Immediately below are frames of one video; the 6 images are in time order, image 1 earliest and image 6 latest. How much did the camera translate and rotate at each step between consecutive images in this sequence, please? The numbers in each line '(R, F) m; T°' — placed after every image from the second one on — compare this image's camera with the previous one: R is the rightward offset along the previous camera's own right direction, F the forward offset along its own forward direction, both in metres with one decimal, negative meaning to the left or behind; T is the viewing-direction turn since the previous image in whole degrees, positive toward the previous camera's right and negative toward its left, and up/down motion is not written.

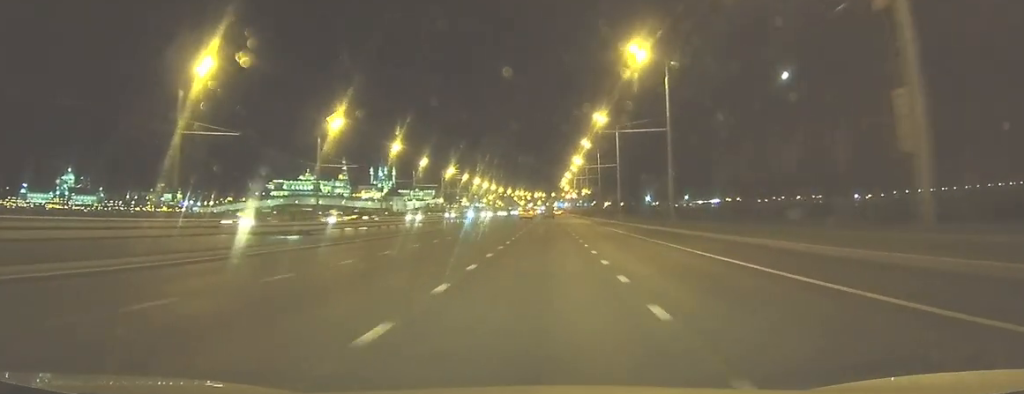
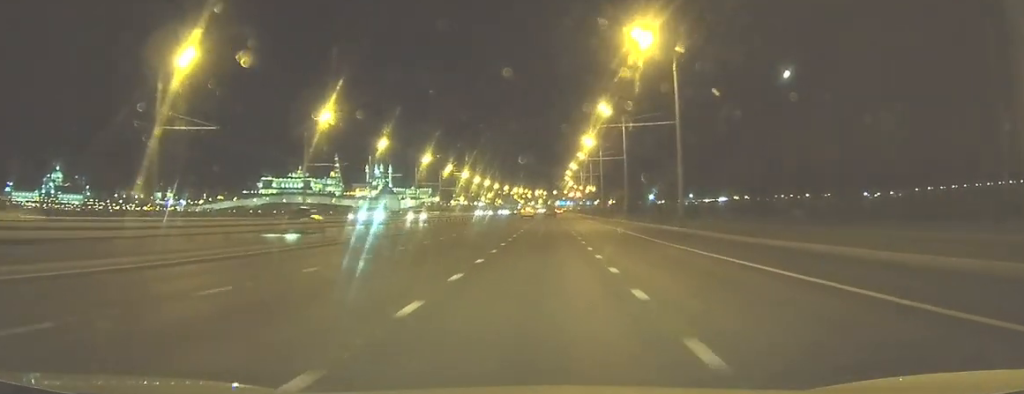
(-0.1, +33.7) m; 0°
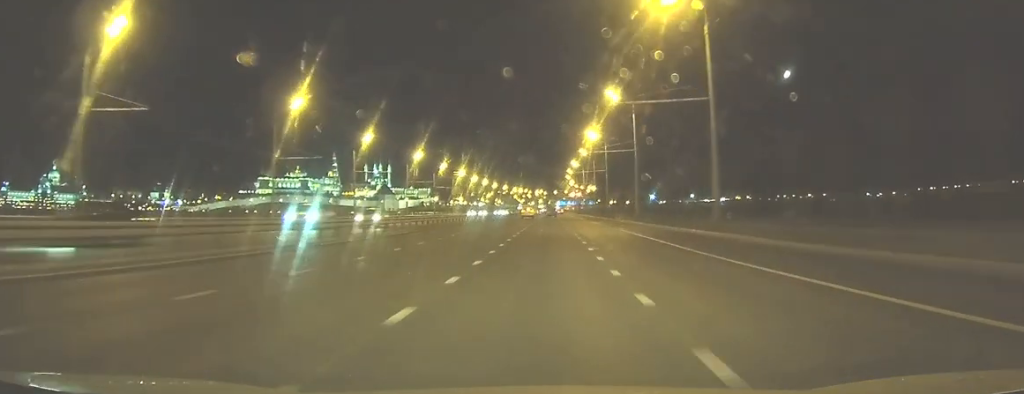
(0.0, +8.4) m; 0°
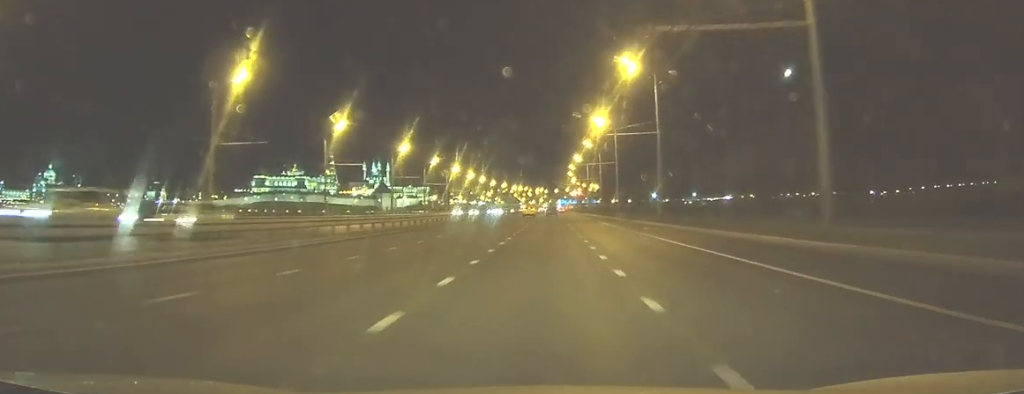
(0.0, +12.5) m; 0°
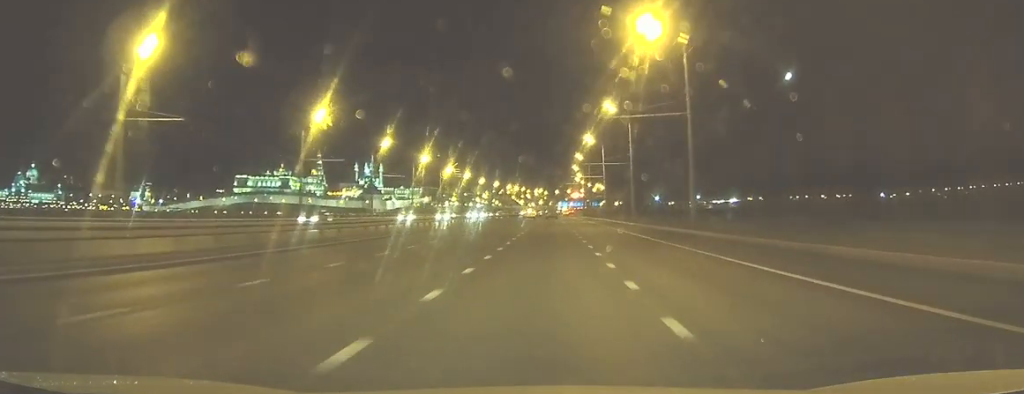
(0.0, +41.0) m; 0°
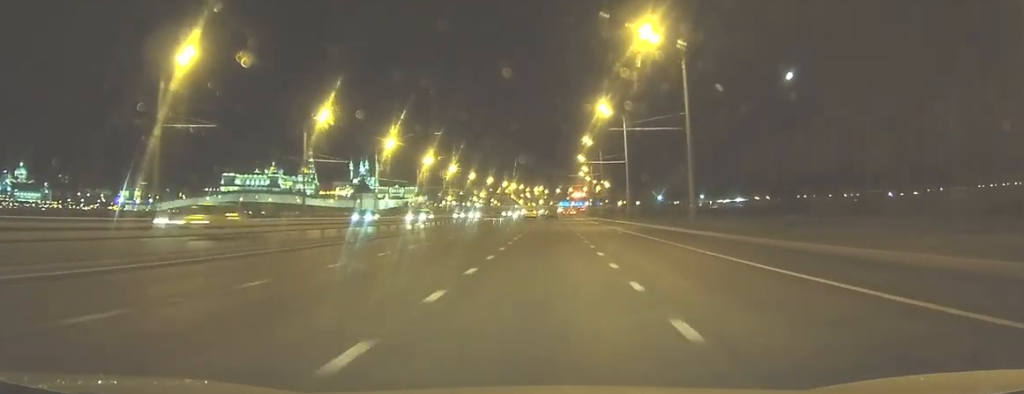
(0.0, +27.9) m; 0°
